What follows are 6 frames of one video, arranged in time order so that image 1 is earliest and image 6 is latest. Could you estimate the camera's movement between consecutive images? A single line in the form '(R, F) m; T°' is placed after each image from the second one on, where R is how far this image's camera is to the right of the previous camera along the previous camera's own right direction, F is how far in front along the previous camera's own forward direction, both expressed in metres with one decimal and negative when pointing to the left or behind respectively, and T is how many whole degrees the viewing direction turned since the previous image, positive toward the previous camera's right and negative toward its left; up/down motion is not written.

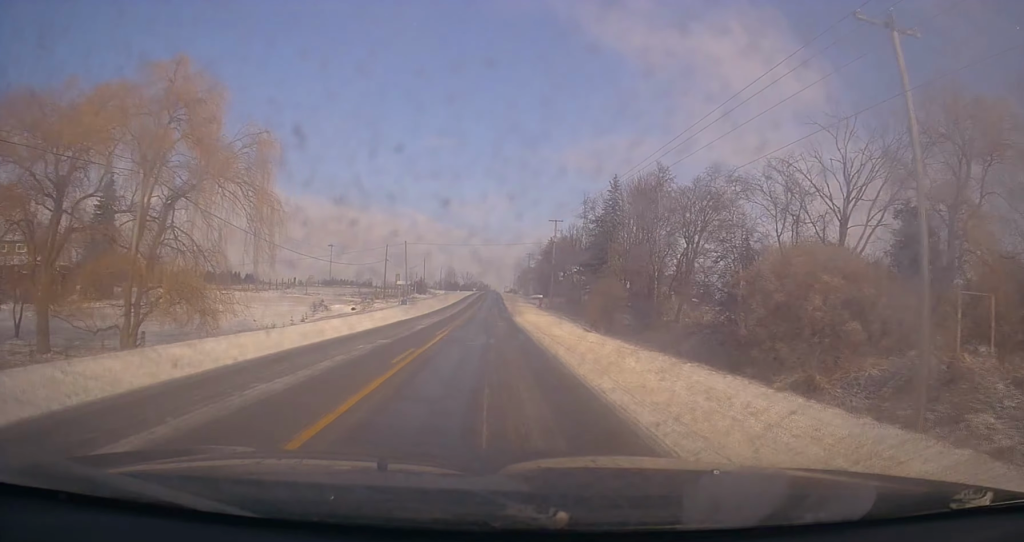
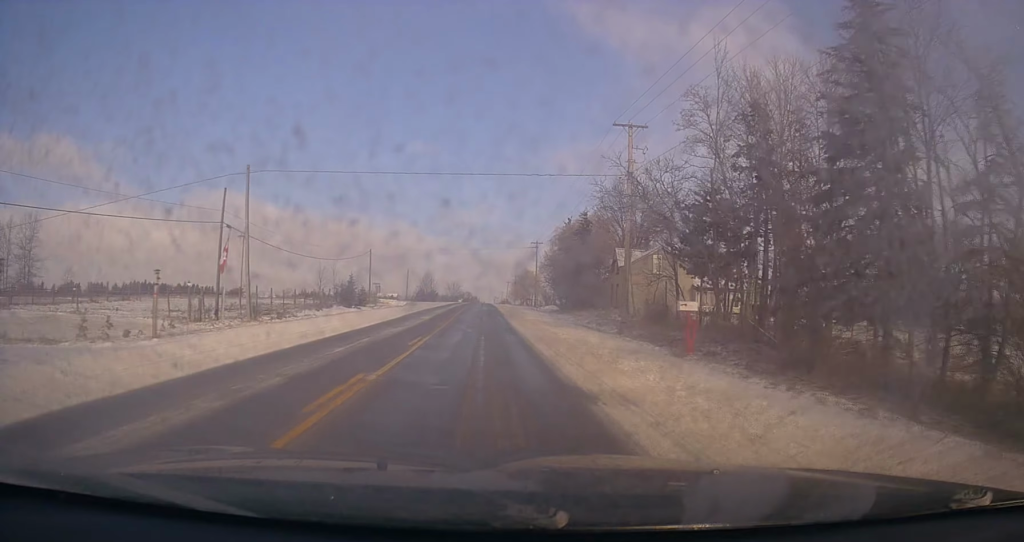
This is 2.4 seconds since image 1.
(+0.7, +50.0) m; +1°
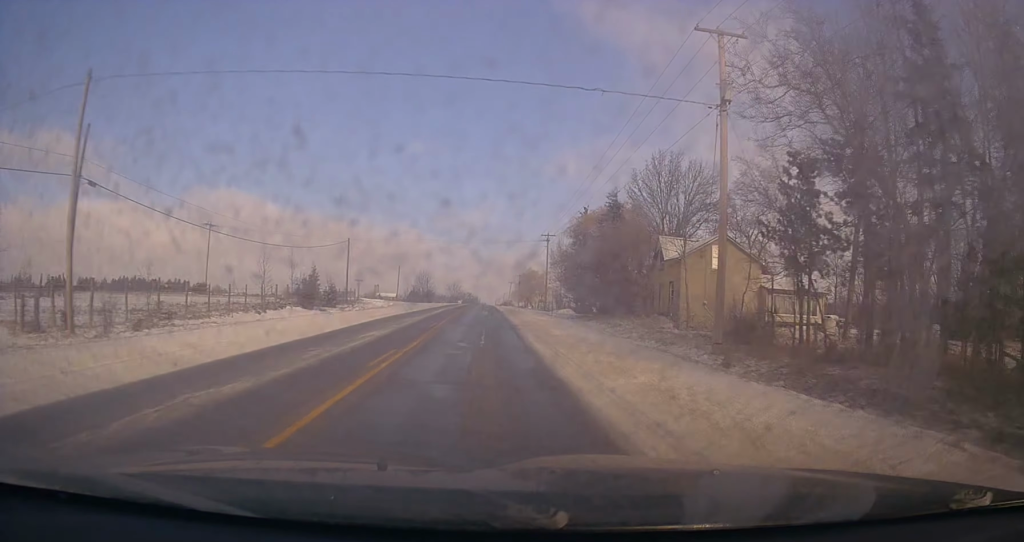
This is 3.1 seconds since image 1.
(0.0, +14.6) m; 0°
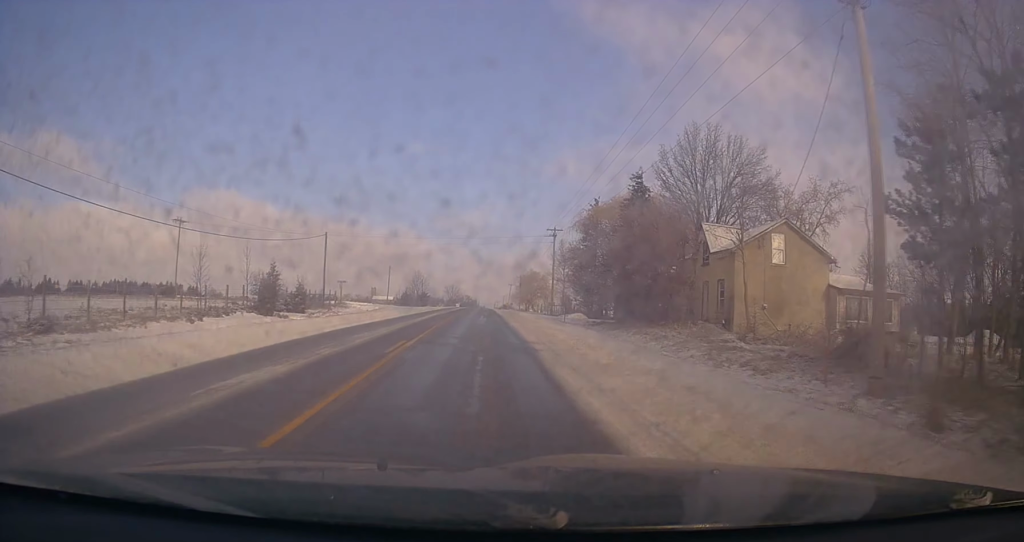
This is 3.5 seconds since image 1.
(0.0, +9.2) m; 0°
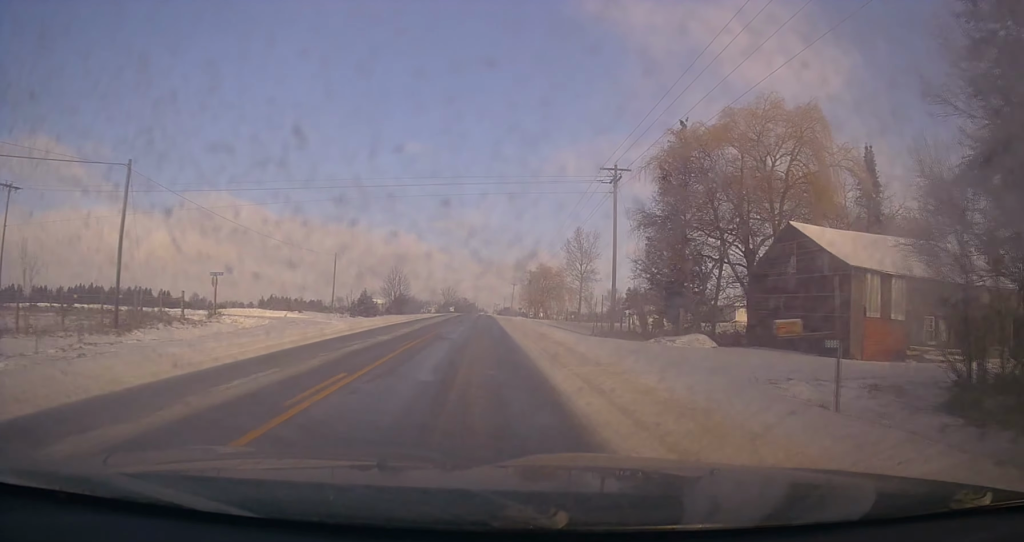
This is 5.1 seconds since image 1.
(+0.1, +34.7) m; 0°
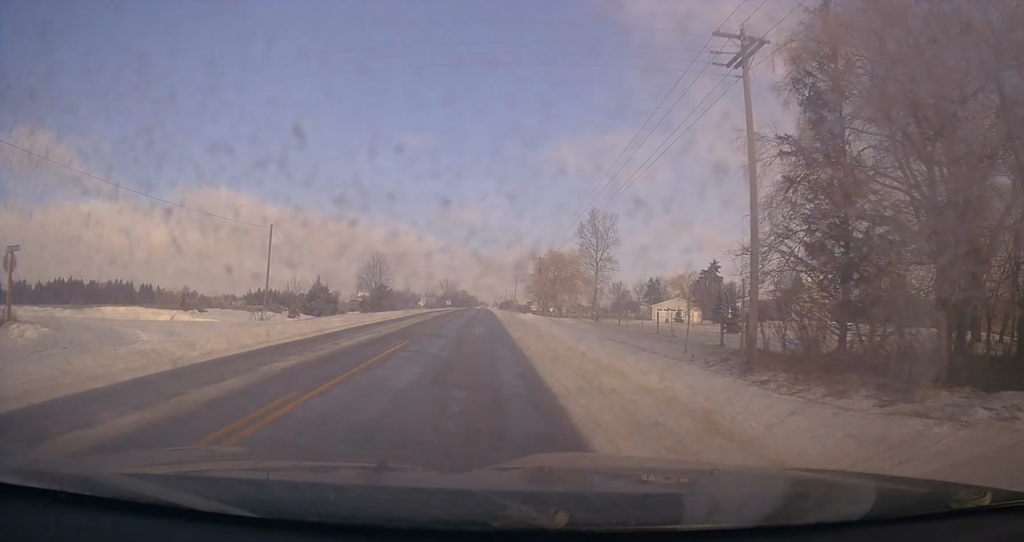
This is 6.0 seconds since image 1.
(-0.2, +19.7) m; -1°
